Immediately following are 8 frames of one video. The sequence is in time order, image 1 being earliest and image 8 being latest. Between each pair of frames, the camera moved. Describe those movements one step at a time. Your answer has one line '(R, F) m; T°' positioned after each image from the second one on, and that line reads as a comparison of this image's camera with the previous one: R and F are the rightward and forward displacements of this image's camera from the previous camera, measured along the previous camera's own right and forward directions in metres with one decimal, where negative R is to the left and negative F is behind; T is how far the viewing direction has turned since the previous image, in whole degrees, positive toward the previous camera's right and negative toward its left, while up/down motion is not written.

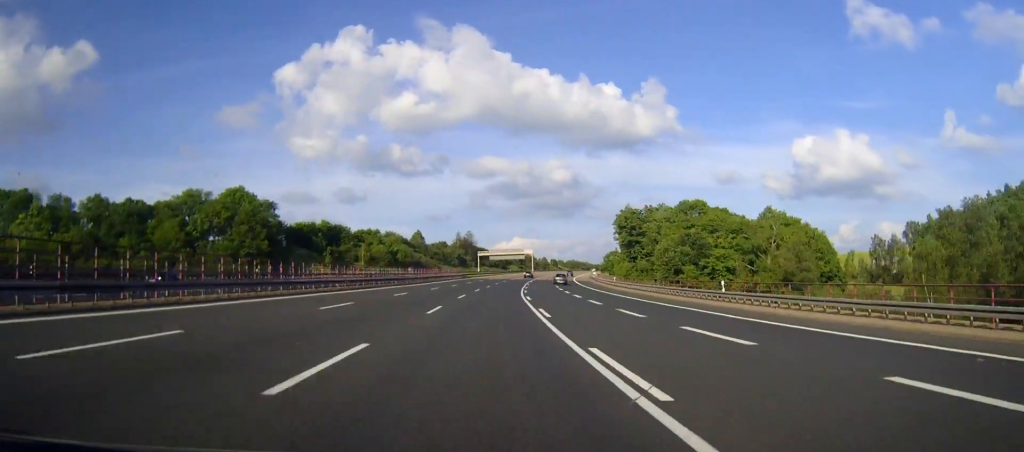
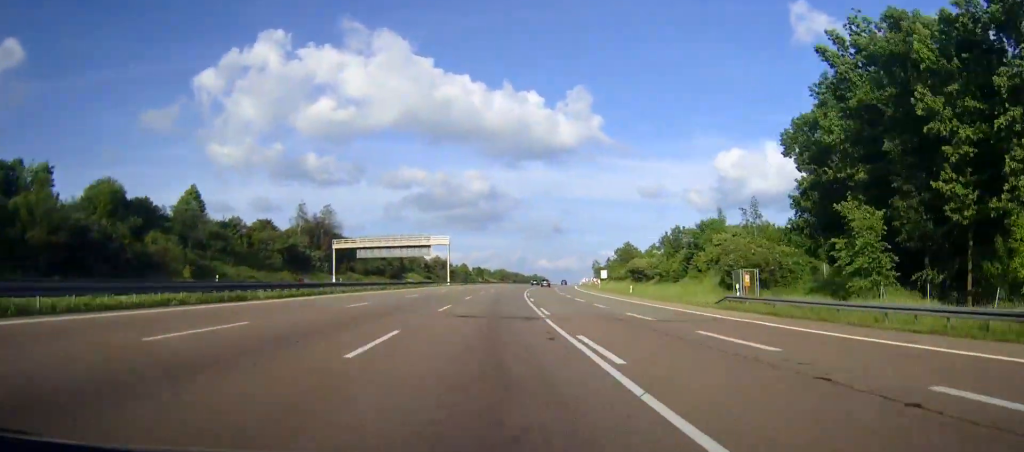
(+9.2, +156.7) m; +7°
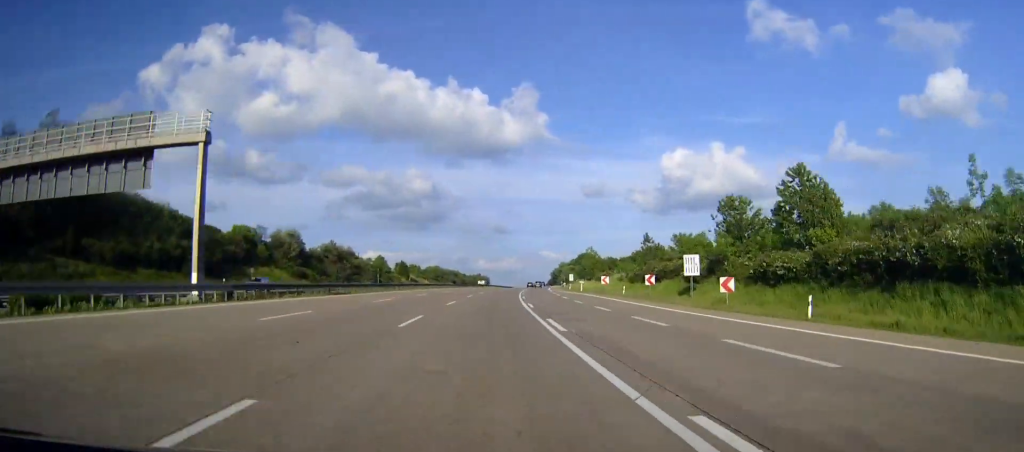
(+3.8, +99.5) m; +4°
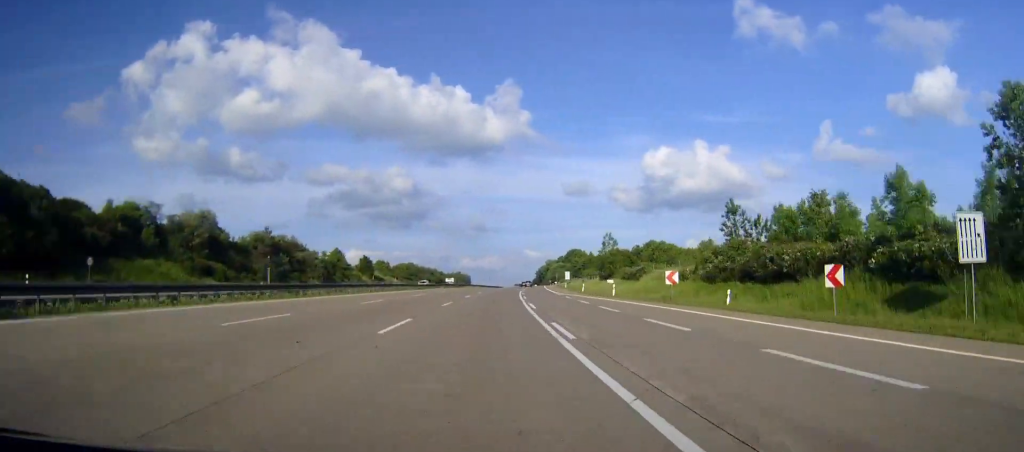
(+0.2, +38.8) m; +1°
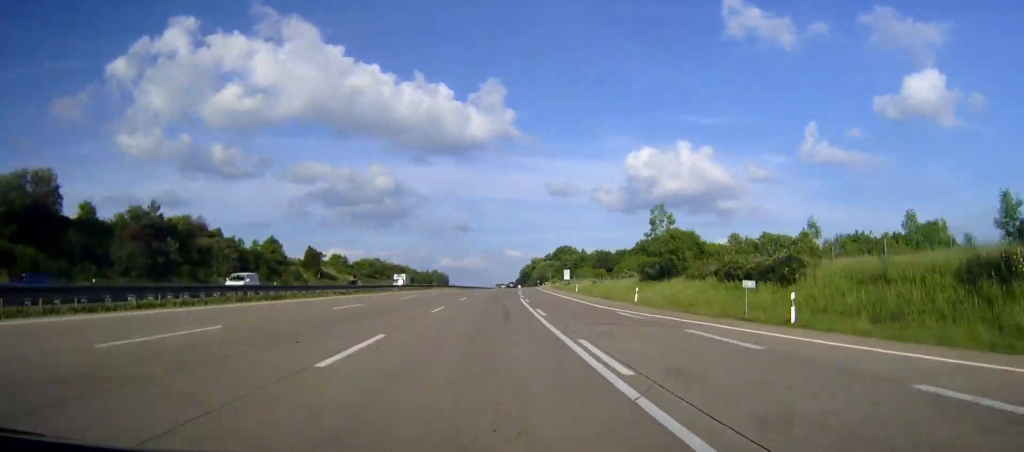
(+0.8, +41.7) m; +1°
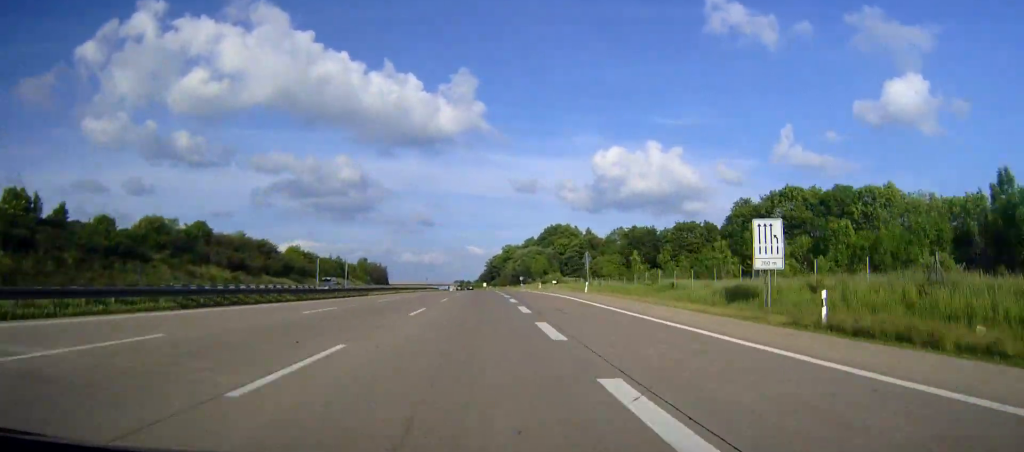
(+2.2, +127.8) m; +1°
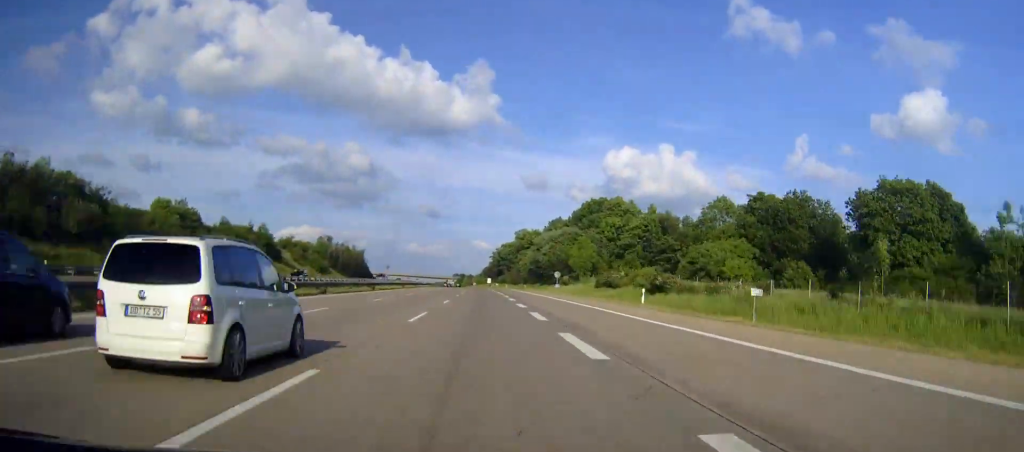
(-0.2, +75.2) m; -1°
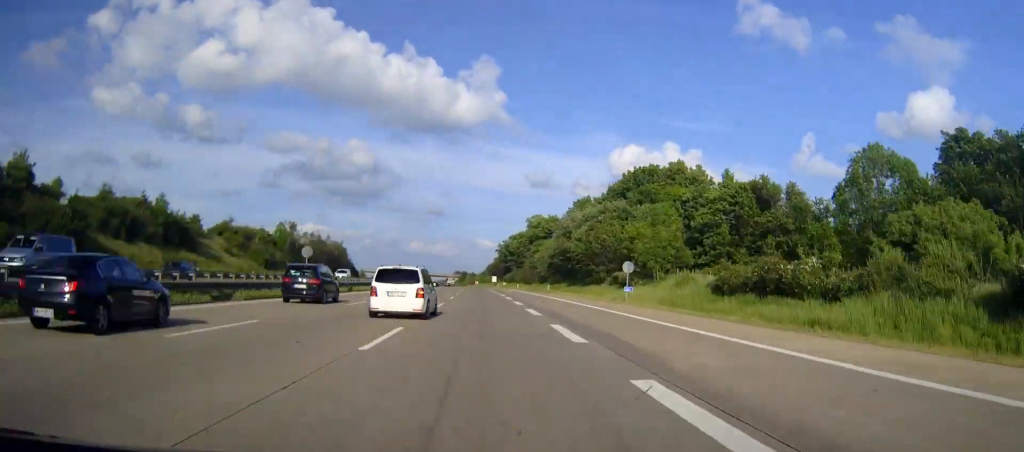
(-0.3, +44.6) m; -1°
